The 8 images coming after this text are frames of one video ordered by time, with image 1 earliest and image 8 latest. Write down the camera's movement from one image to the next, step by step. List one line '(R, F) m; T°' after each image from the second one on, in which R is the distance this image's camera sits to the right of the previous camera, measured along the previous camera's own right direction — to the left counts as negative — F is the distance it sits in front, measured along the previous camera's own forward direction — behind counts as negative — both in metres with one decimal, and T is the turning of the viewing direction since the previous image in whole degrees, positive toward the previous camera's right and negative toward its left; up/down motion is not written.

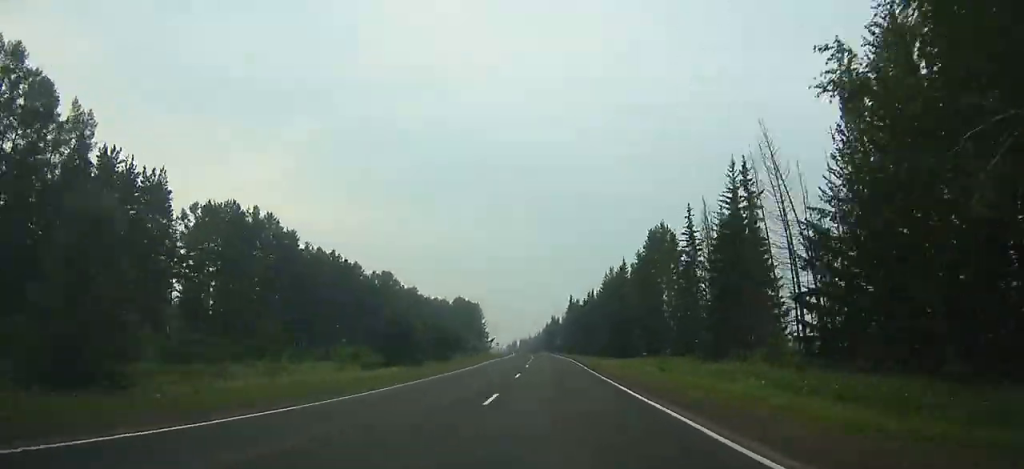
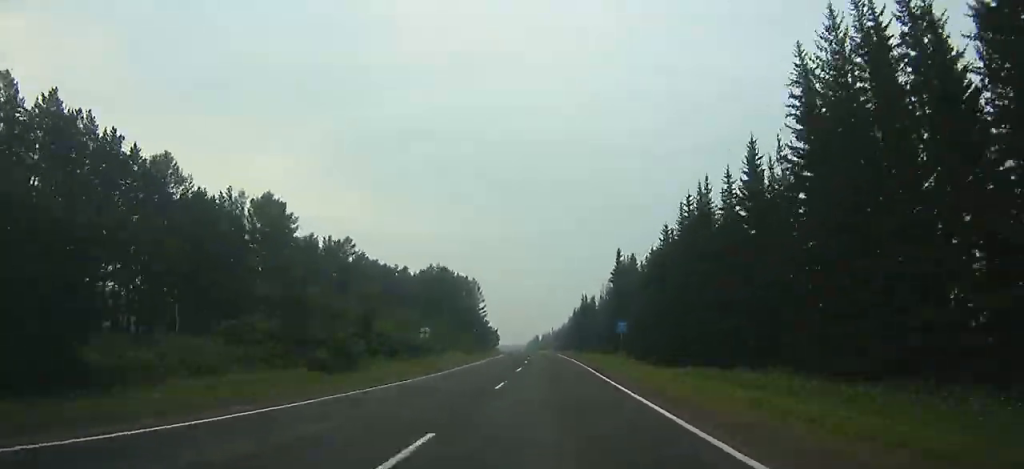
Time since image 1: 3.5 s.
(-1.6, +94.8) m; -2°
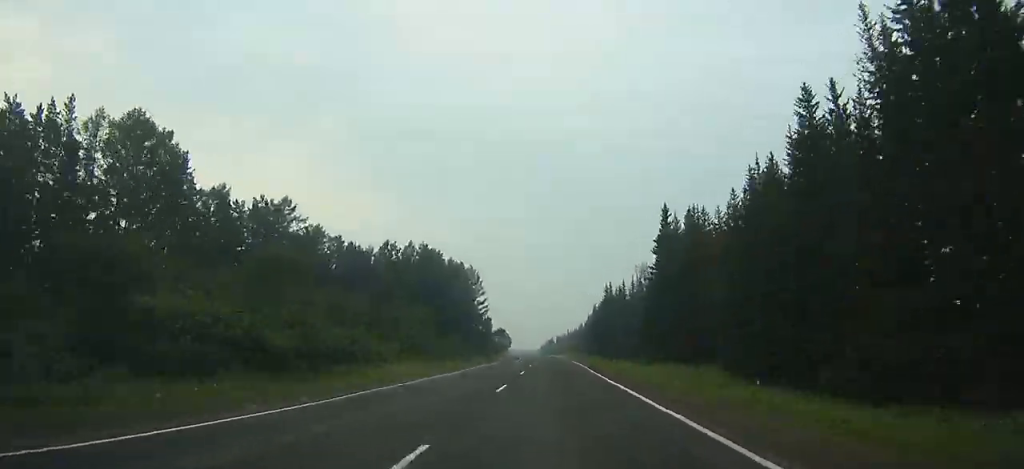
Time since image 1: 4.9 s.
(-0.6, +37.1) m; -1°
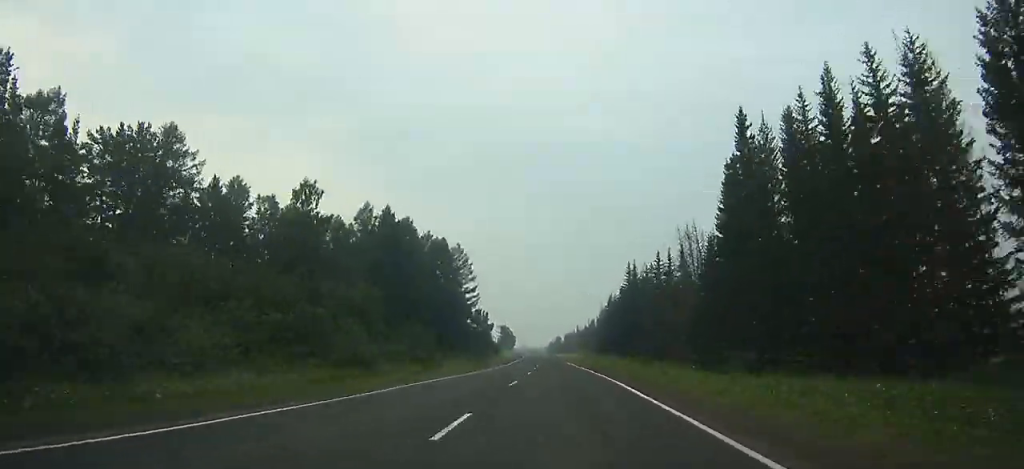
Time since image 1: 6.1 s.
(-0.2, +31.7) m; -1°
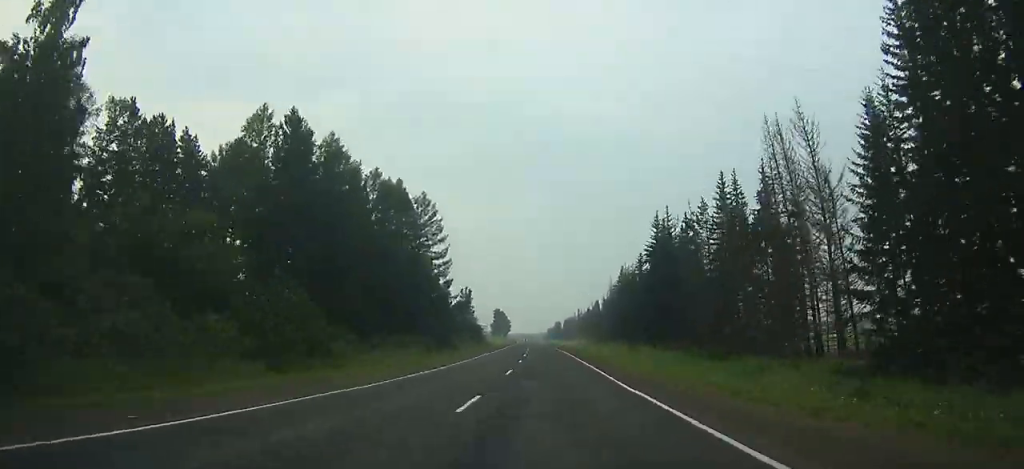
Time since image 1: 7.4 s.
(-0.2, +33.9) m; -1°
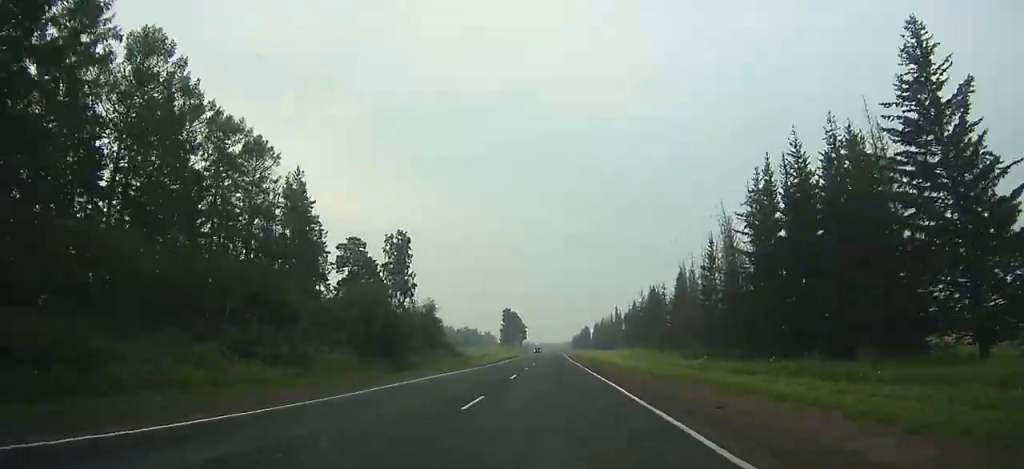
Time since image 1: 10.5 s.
(-1.1, +80.1) m; -1°
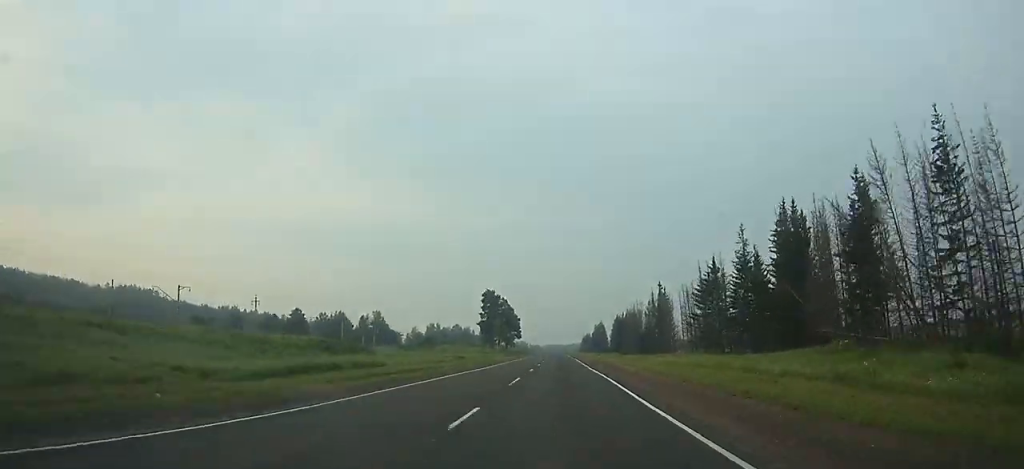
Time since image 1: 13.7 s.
(-0.8, +84.4) m; 0°
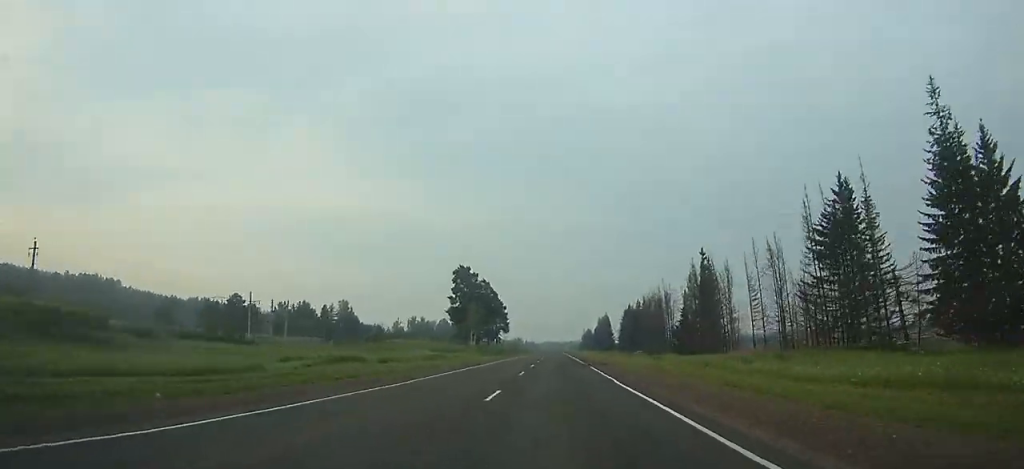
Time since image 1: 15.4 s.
(+0.1, +46.6) m; 0°
